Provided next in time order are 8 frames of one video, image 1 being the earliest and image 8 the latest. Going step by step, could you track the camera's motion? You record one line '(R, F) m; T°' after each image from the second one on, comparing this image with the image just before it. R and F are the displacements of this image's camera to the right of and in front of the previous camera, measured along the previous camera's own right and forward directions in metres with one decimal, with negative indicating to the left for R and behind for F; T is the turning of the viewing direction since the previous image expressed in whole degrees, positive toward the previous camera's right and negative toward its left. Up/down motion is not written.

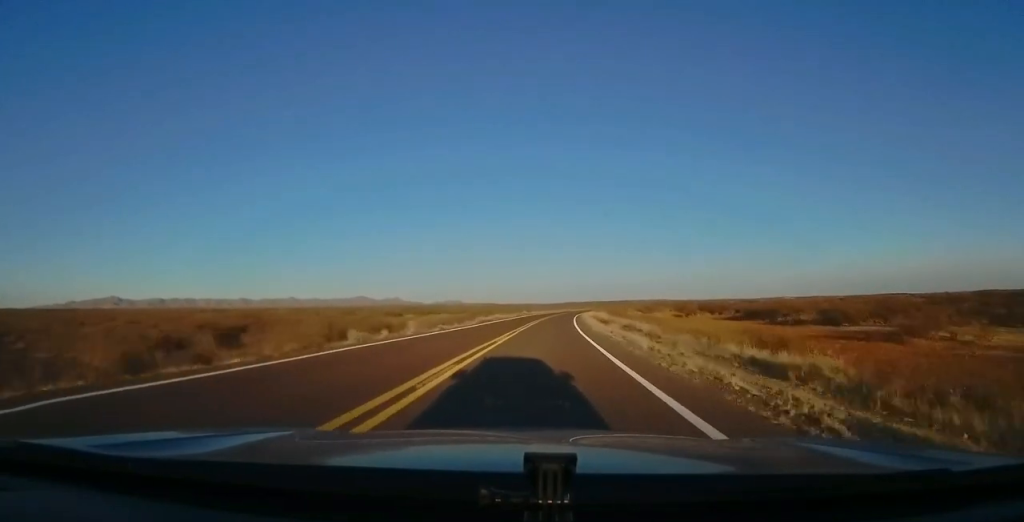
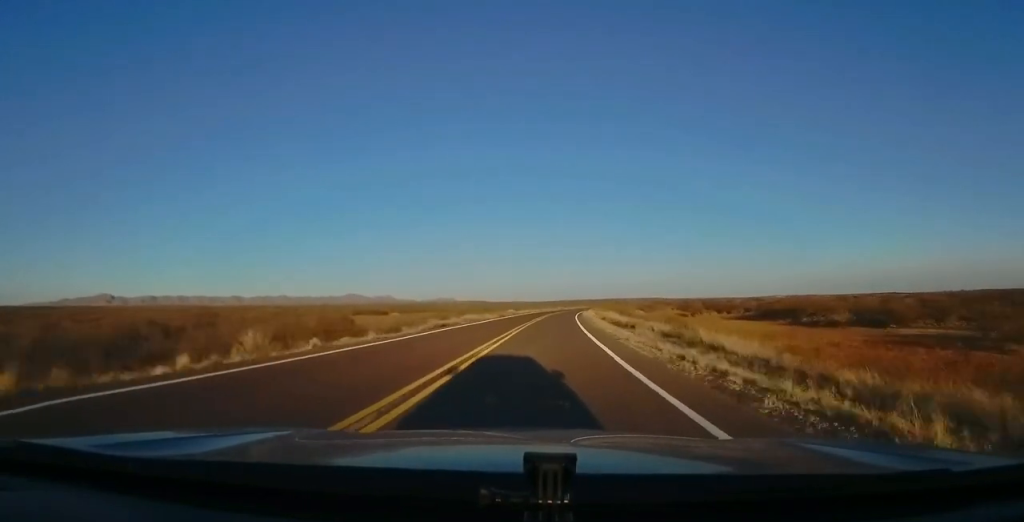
(+0.1, +17.2) m; +1°
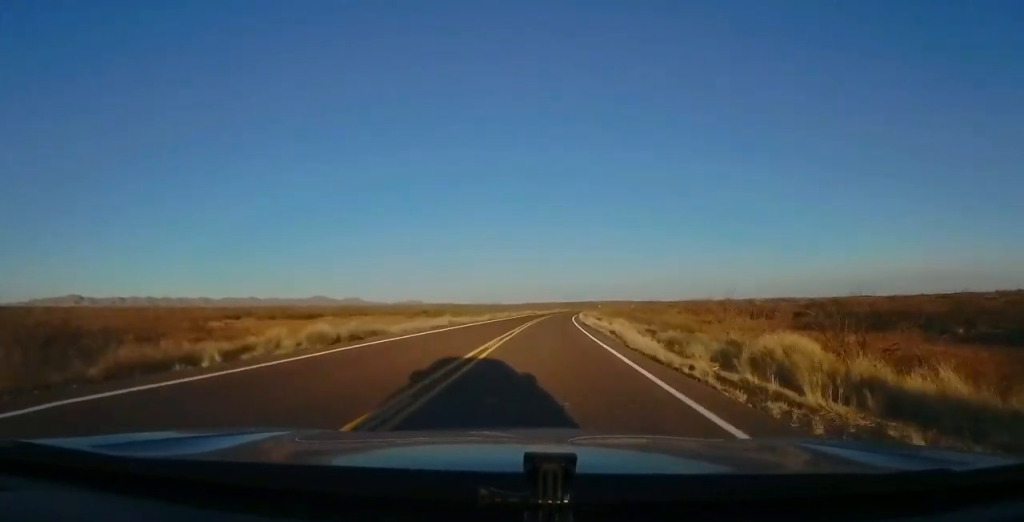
(+2.0, +57.4) m; +3°
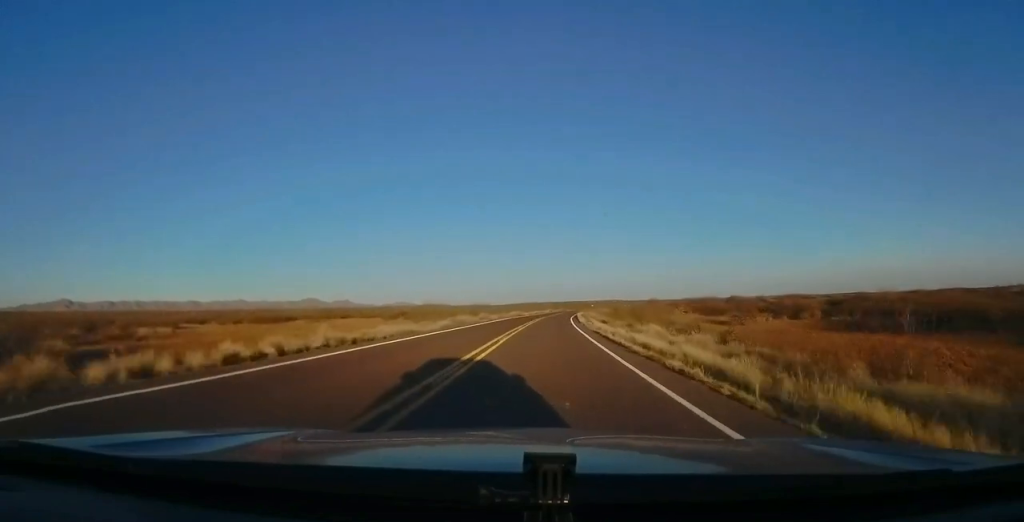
(+0.2, +19.1) m; +1°
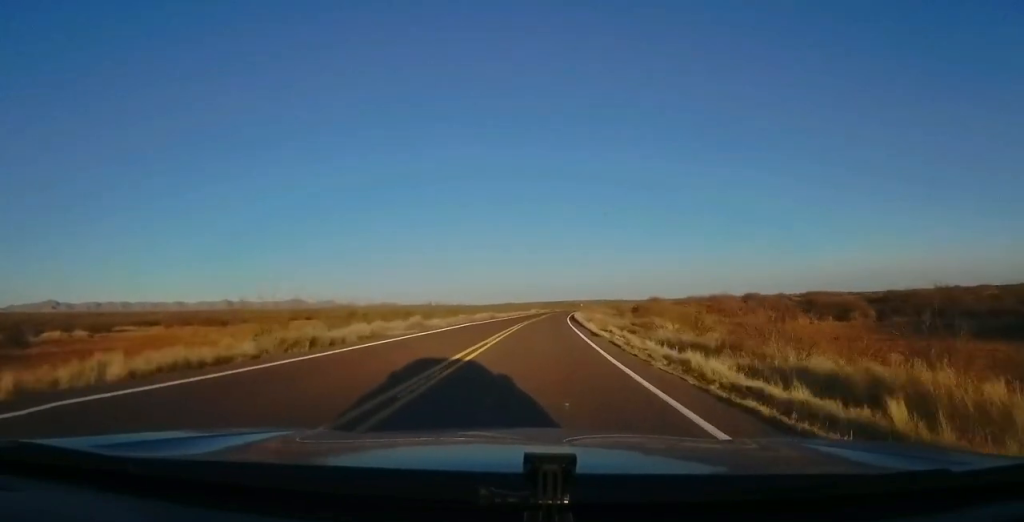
(+0.5, +24.7) m; +2°
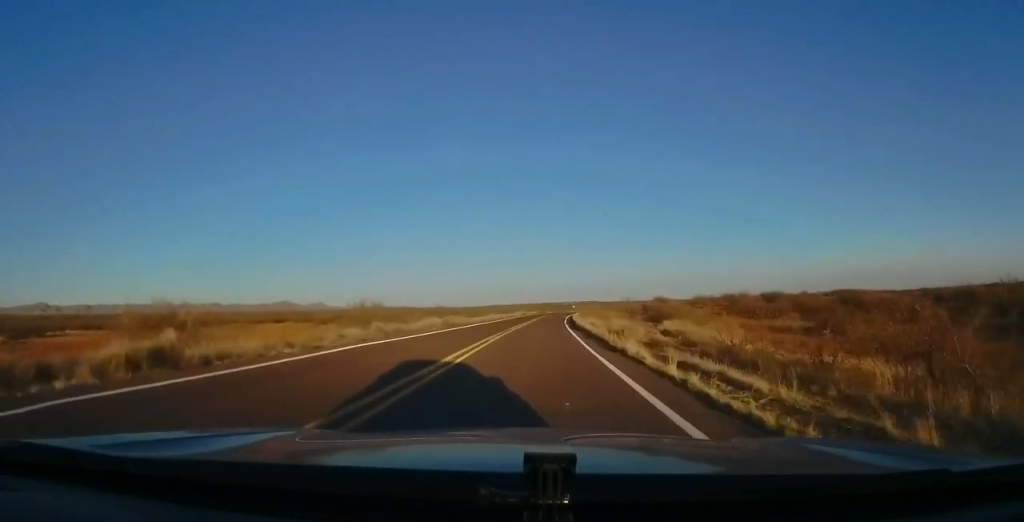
(+0.3, +21.0) m; +1°
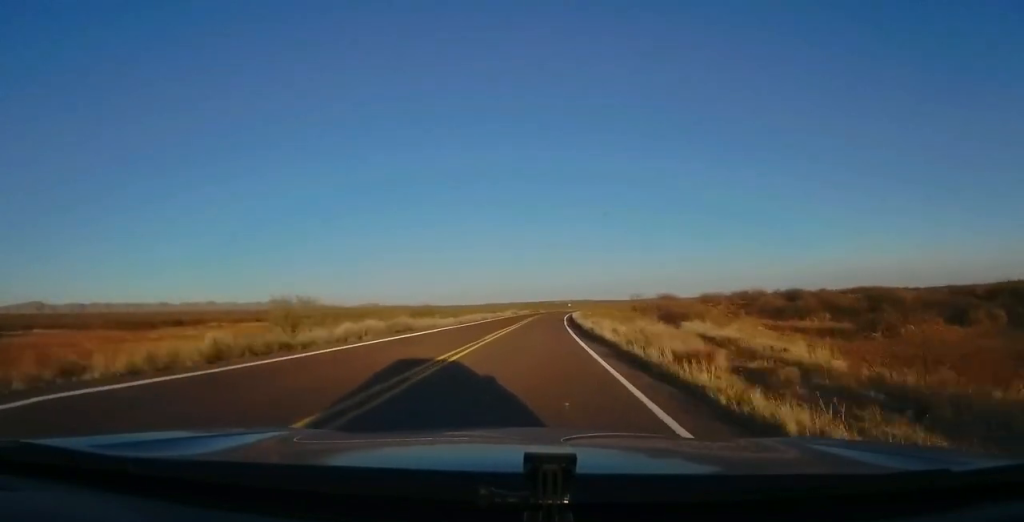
(+0.1, +12.4) m; 0°
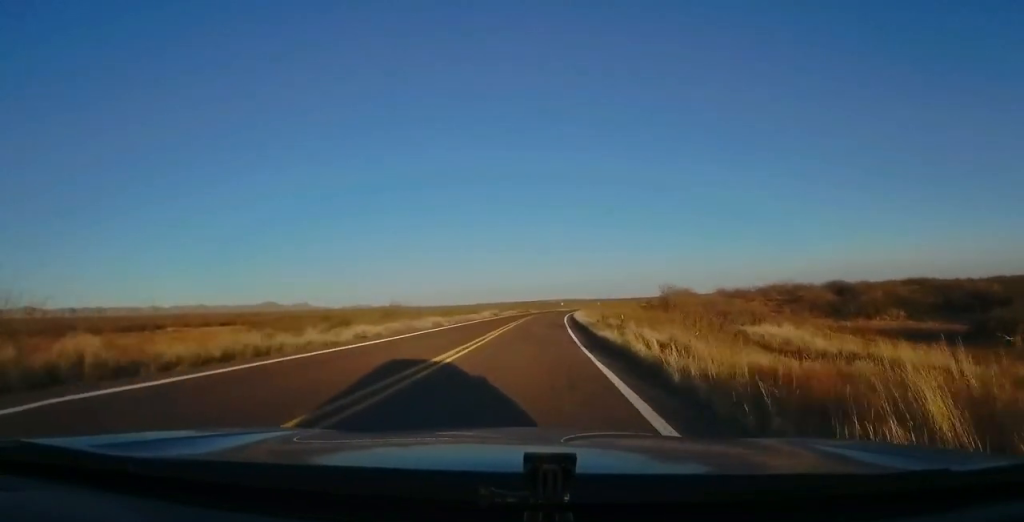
(0.0, +20.9) m; +1°
